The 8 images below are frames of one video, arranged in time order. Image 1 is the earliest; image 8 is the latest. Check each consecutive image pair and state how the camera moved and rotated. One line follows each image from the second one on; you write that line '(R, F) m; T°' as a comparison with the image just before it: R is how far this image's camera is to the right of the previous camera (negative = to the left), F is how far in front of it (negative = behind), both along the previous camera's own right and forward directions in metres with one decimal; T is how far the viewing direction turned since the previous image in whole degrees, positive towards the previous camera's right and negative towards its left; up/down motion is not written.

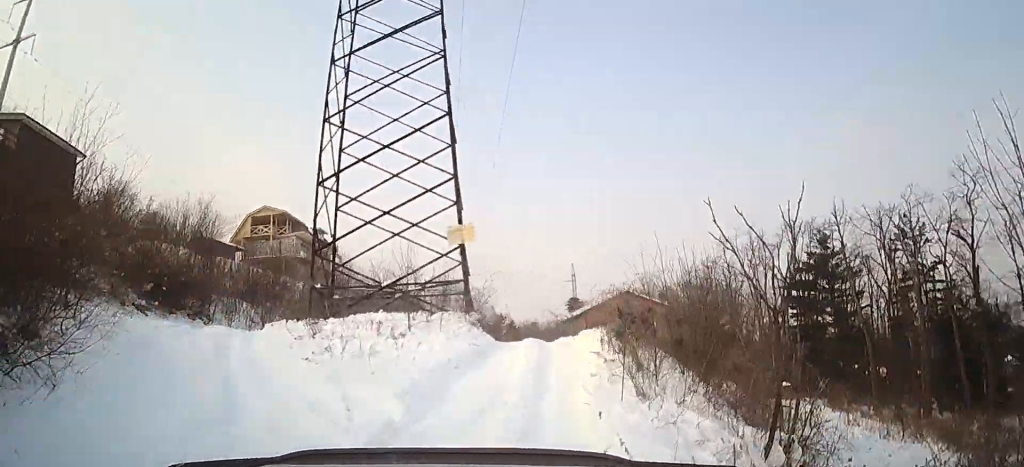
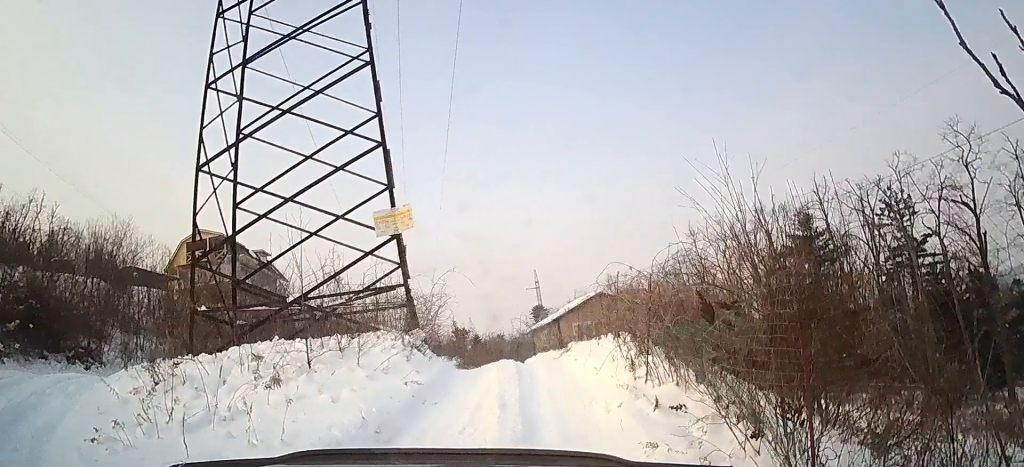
(+0.4, +5.0) m; +6°
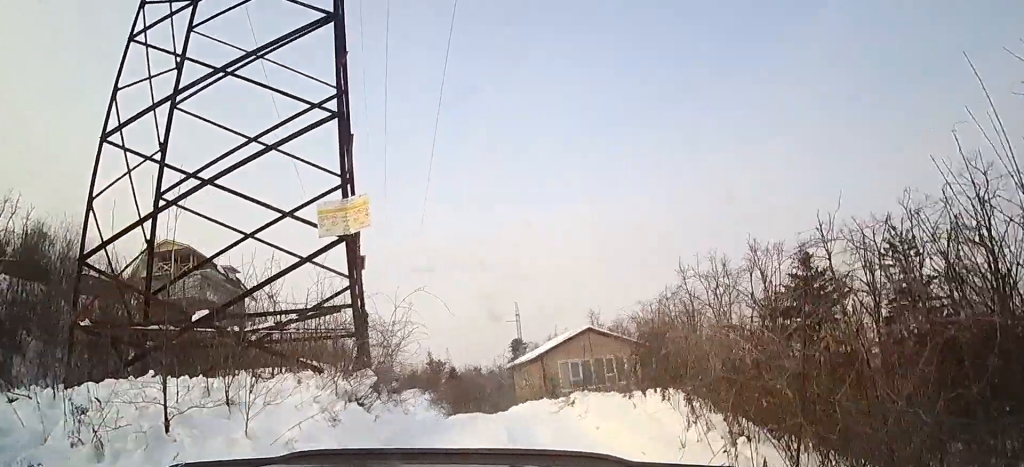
(+0.1, +3.3) m; +3°
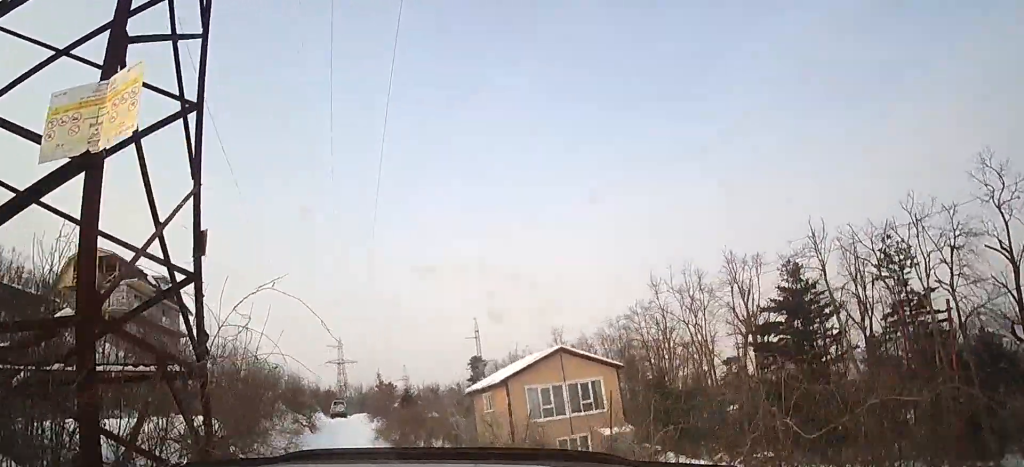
(+0.2, +5.5) m; +2°
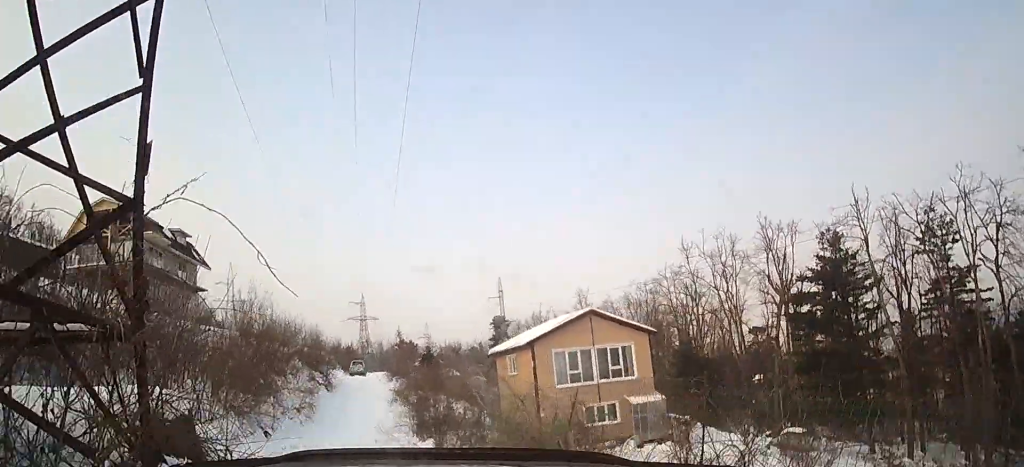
(0.0, +1.9) m; 0°
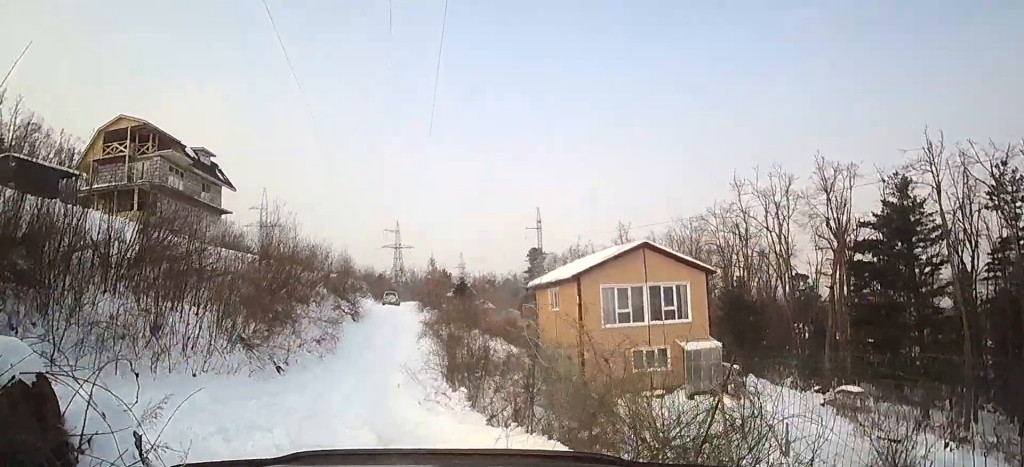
(0.0, +3.4) m; -2°
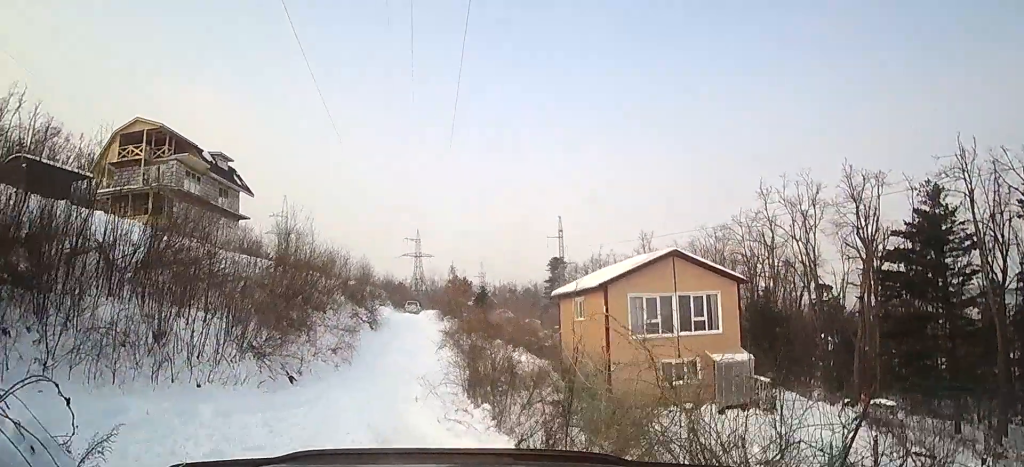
(0.0, +1.6) m; -1°
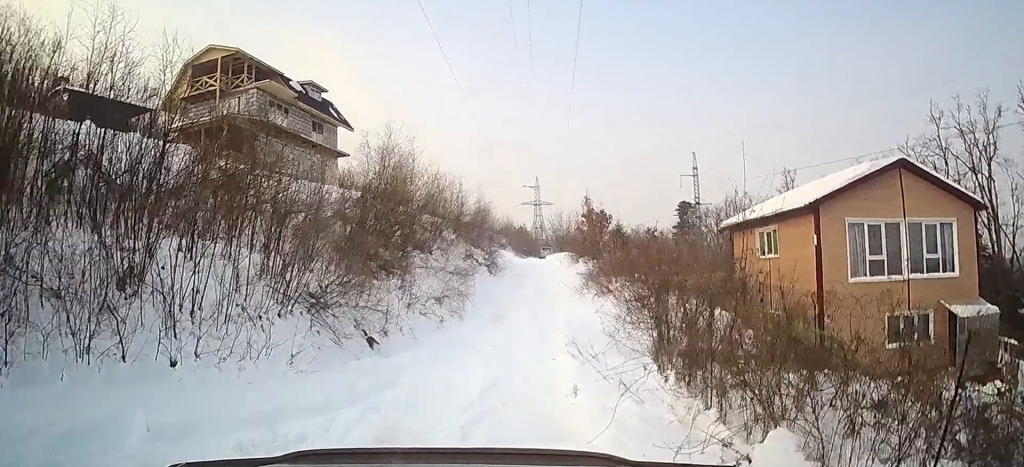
(-1.2, +8.2) m; -13°
